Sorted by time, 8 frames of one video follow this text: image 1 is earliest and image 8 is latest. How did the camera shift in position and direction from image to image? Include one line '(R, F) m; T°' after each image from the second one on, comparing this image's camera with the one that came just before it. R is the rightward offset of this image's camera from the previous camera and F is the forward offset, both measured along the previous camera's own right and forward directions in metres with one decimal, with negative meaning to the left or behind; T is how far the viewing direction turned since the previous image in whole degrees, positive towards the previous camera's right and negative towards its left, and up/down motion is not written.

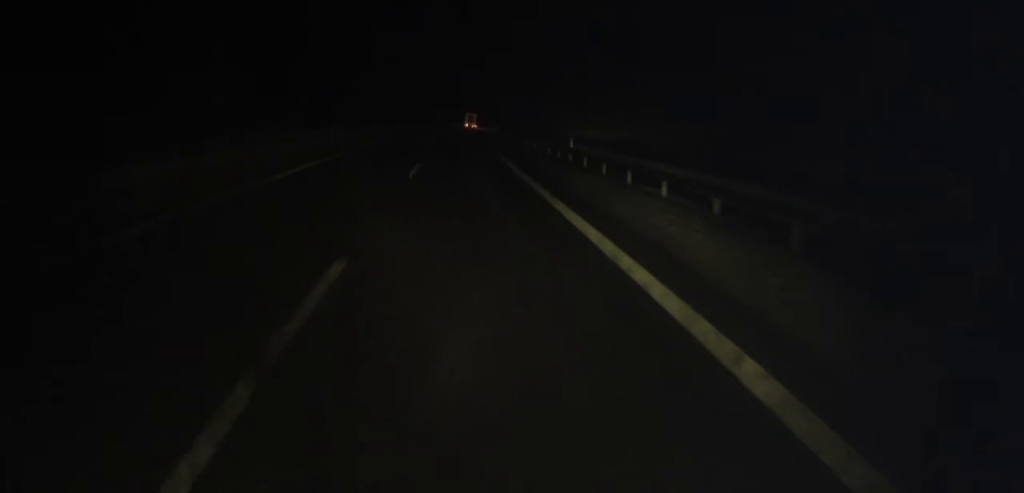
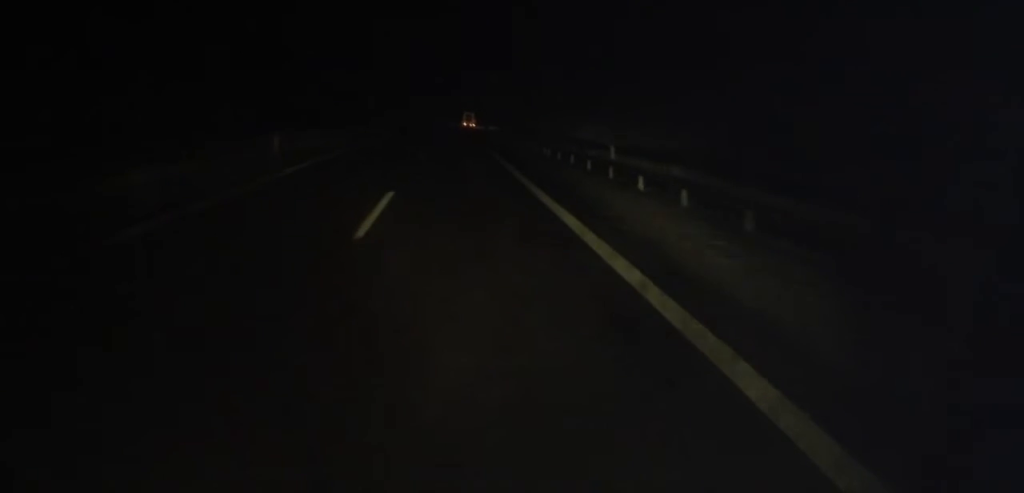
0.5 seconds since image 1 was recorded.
(-0.2, +9.9) m; 0°
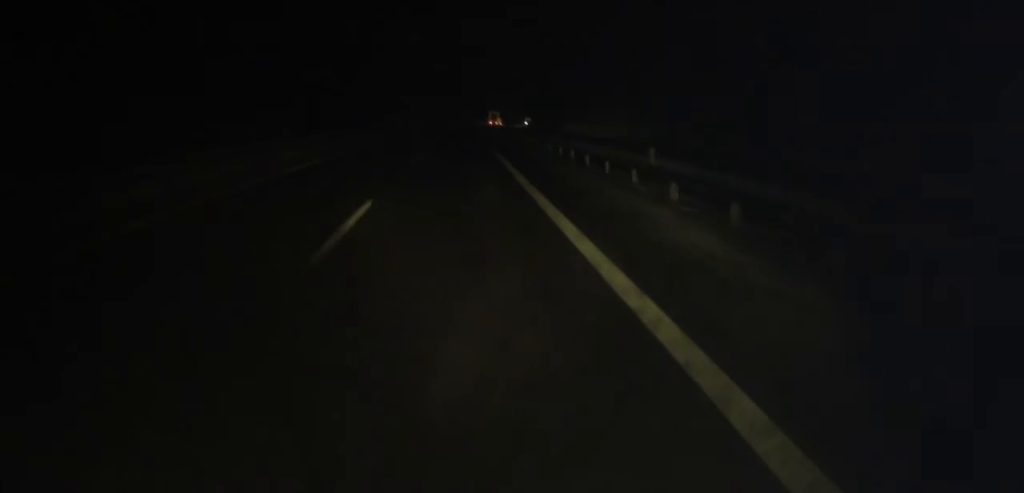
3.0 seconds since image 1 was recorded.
(0.0, +54.3) m; 0°
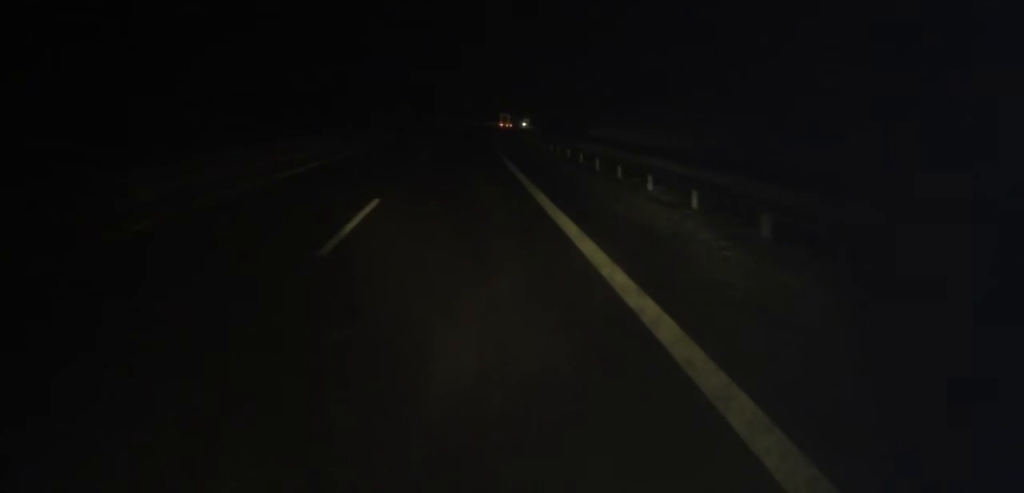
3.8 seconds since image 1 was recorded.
(+0.1, +16.9) m; 0°
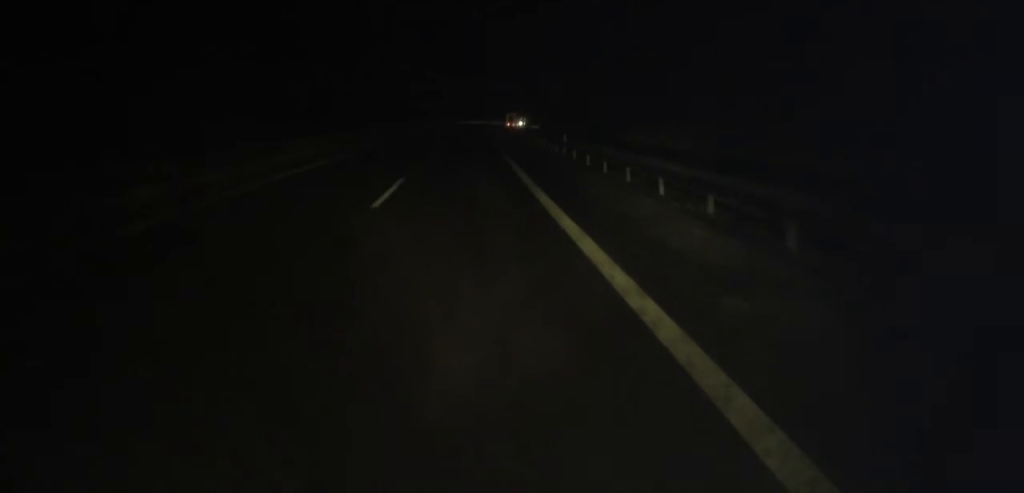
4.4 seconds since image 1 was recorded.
(0.0, +12.7) m; 0°
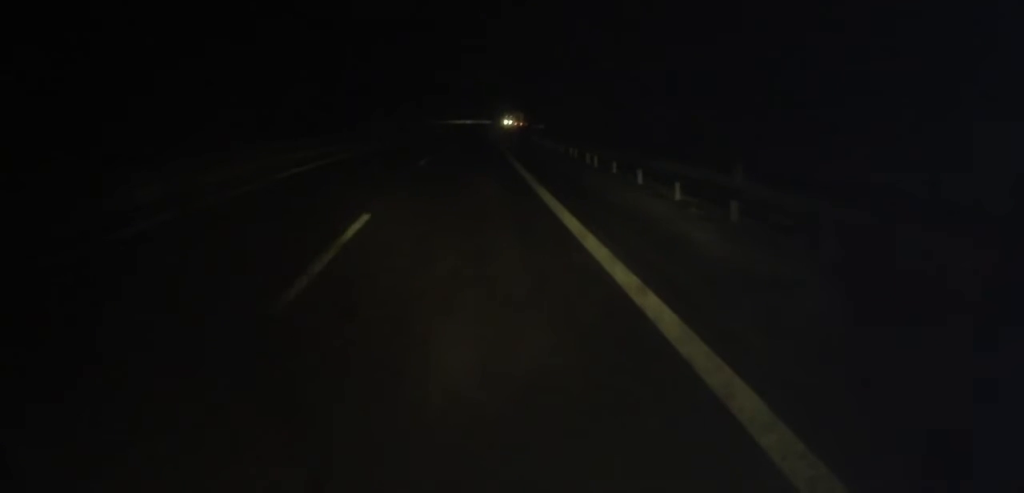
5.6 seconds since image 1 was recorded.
(-0.2, +25.2) m; 0°
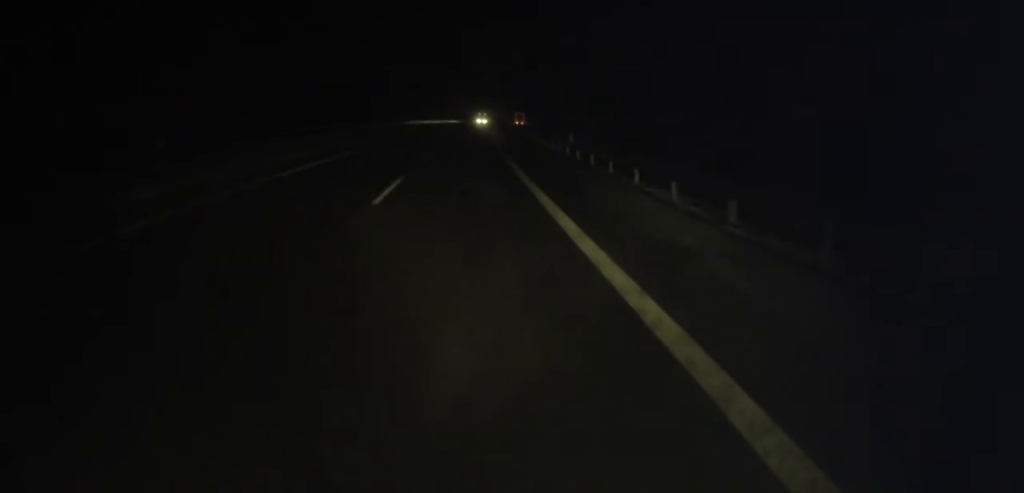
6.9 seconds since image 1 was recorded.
(+0.1, +28.2) m; +1°
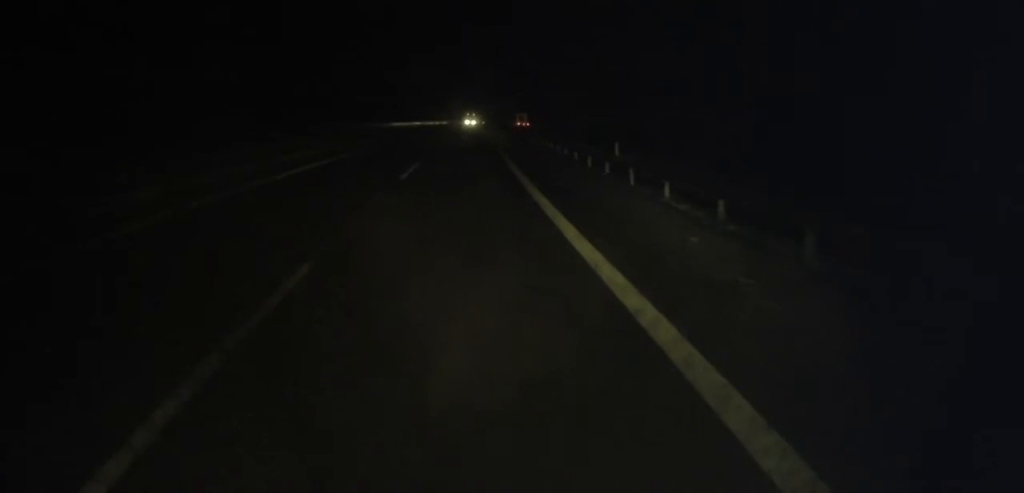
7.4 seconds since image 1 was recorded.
(0.0, +11.4) m; 0°
